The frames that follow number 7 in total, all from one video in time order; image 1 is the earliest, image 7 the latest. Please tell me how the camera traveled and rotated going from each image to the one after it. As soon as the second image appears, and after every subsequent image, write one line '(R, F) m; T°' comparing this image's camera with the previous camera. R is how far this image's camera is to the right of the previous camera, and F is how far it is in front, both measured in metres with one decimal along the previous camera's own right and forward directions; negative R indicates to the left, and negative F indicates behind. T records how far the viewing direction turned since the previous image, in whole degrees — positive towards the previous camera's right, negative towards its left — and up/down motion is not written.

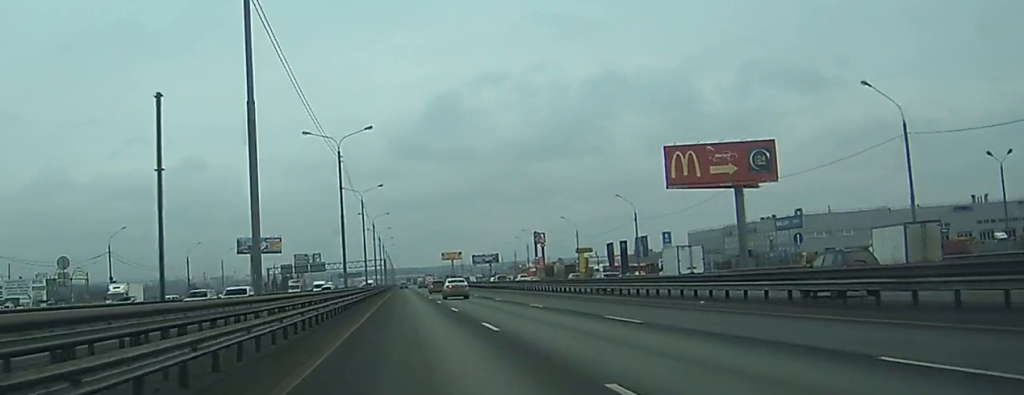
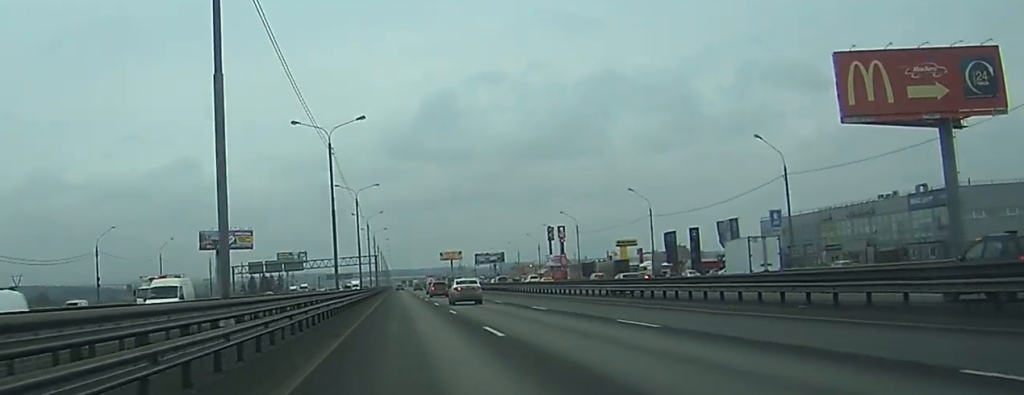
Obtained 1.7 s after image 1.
(+0.1, +50.1) m; 0°
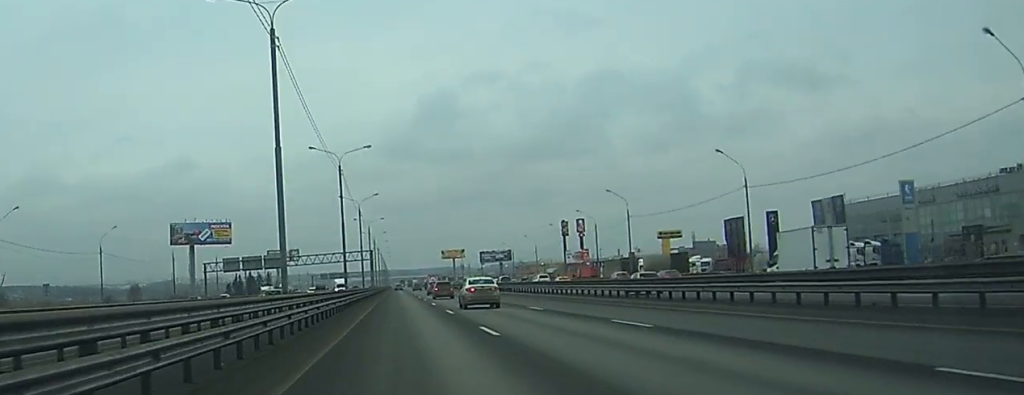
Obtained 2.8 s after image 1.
(0.0, +31.4) m; 0°
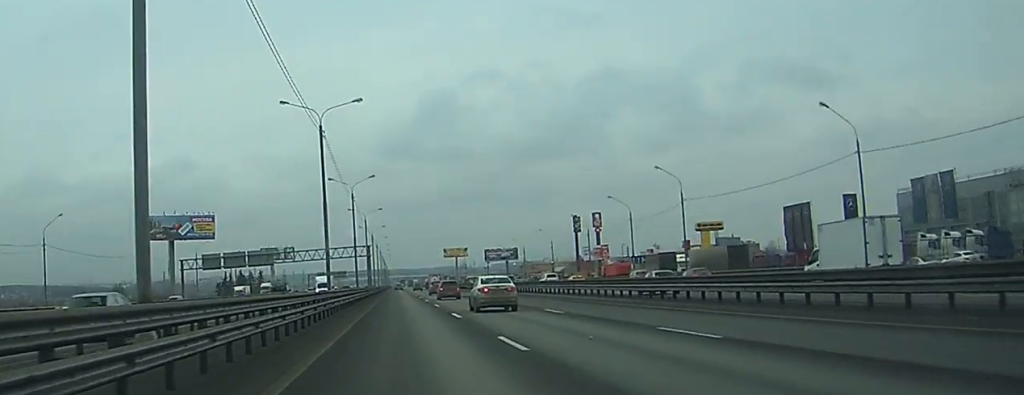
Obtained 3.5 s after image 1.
(0.0, +20.7) m; 0°
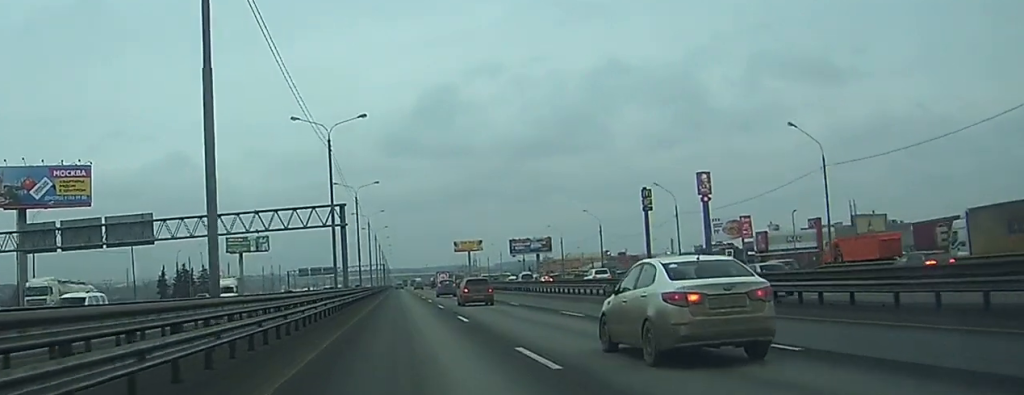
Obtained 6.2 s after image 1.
(-0.6, +82.7) m; +1°
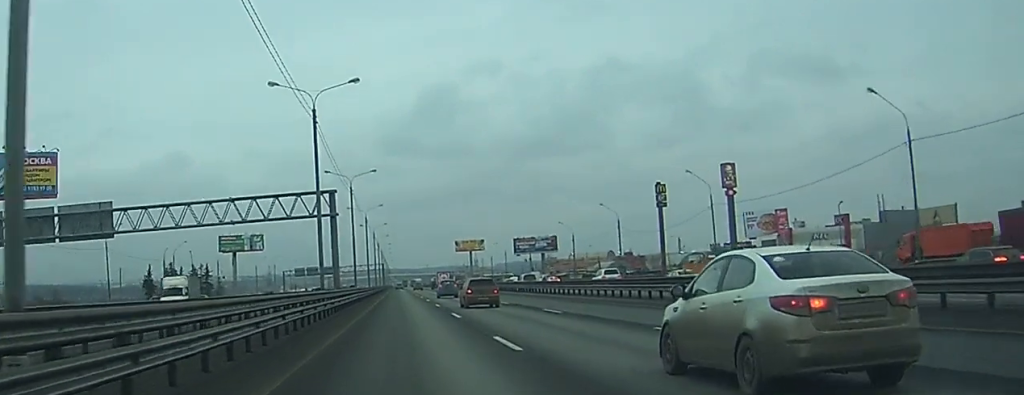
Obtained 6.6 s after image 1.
(+0.1, +12.1) m; 0°
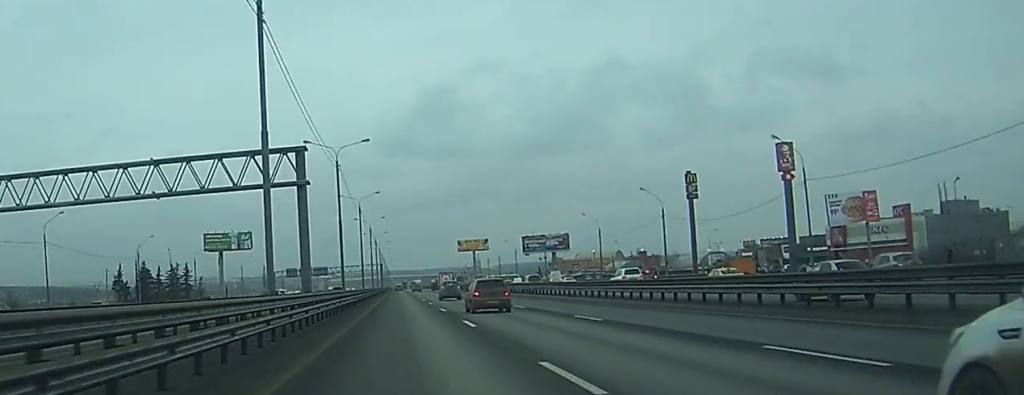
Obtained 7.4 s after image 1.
(-0.4, +22.3) m; -1°
